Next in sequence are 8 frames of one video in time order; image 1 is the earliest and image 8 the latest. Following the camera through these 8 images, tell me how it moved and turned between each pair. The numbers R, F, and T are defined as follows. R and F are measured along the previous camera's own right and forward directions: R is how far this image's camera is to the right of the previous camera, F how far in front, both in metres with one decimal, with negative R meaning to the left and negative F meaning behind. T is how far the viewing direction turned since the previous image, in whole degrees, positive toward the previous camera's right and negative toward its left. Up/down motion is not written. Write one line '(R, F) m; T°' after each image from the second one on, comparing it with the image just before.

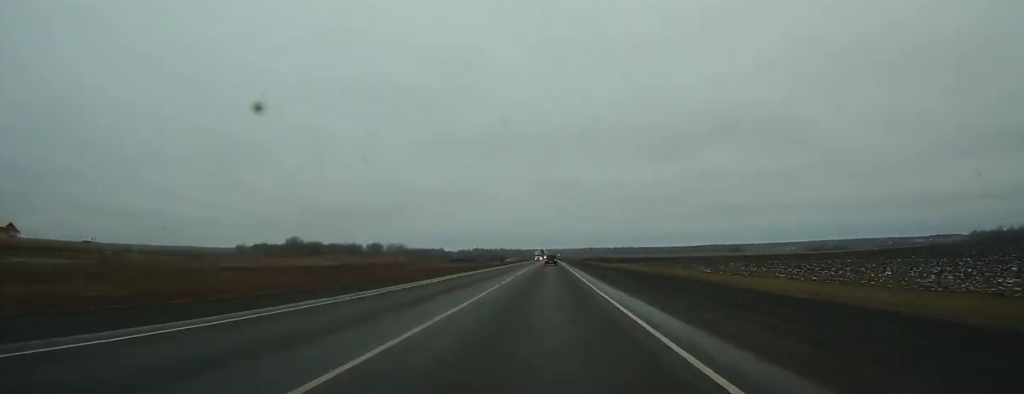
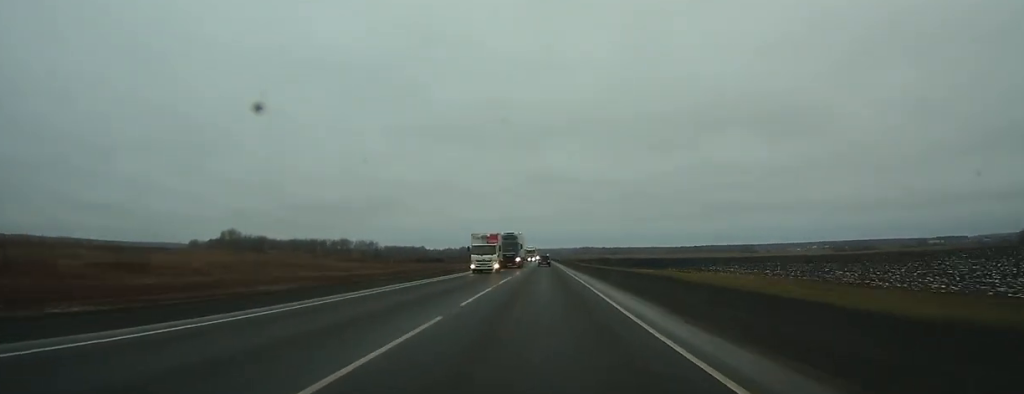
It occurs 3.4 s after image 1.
(+0.4, +96.7) m; +1°
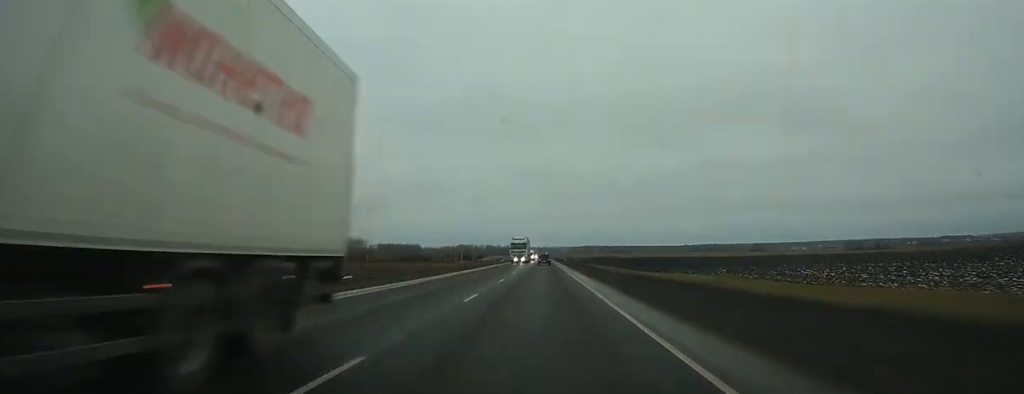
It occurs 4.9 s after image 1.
(+0.1, +41.2) m; 0°
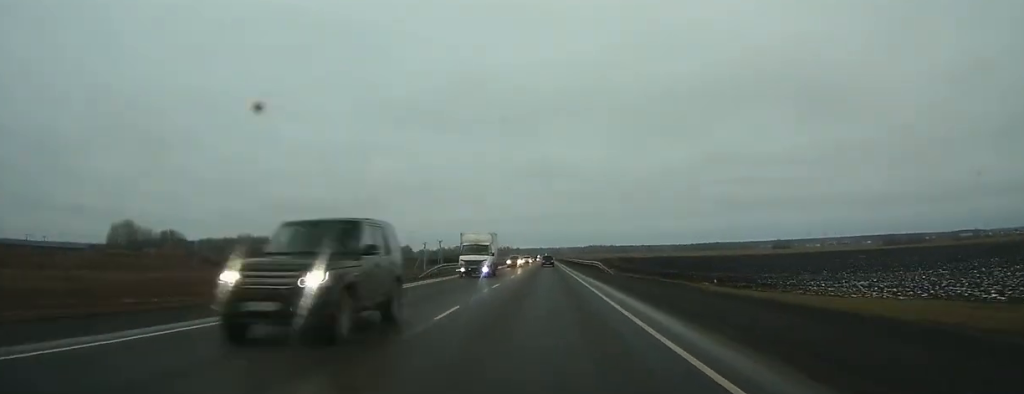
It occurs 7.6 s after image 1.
(-0.1, +76.4) m; 0°
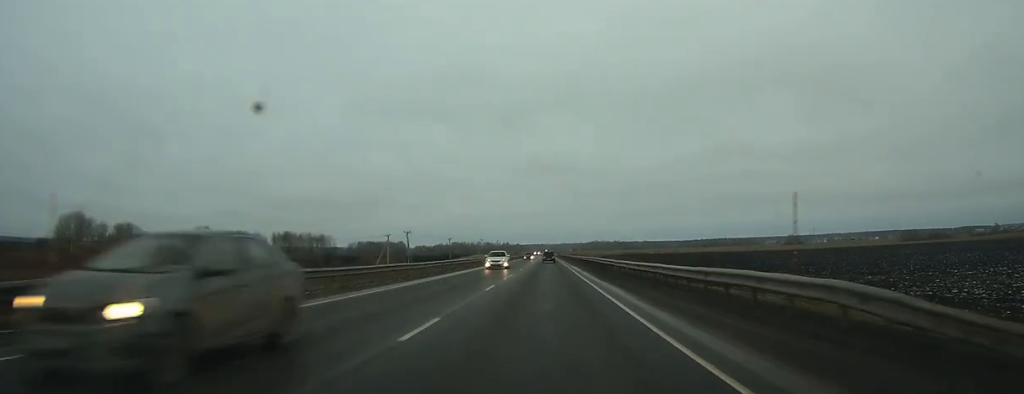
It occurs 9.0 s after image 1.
(0.0, +38.9) m; 0°
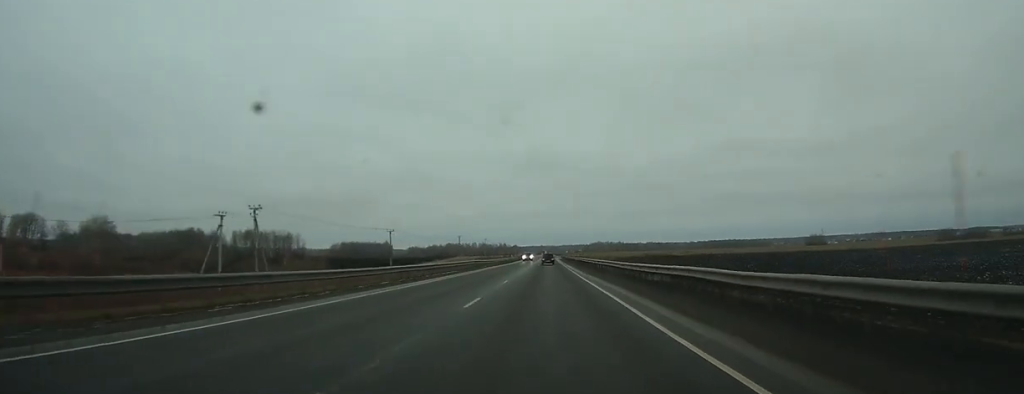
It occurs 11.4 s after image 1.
(0.0, +66.6) m; 0°
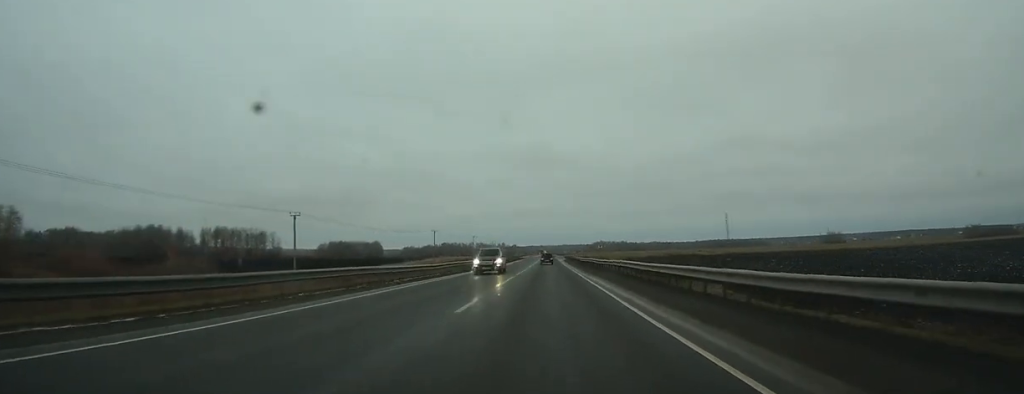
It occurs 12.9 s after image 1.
(0.0, +42.4) m; 0°
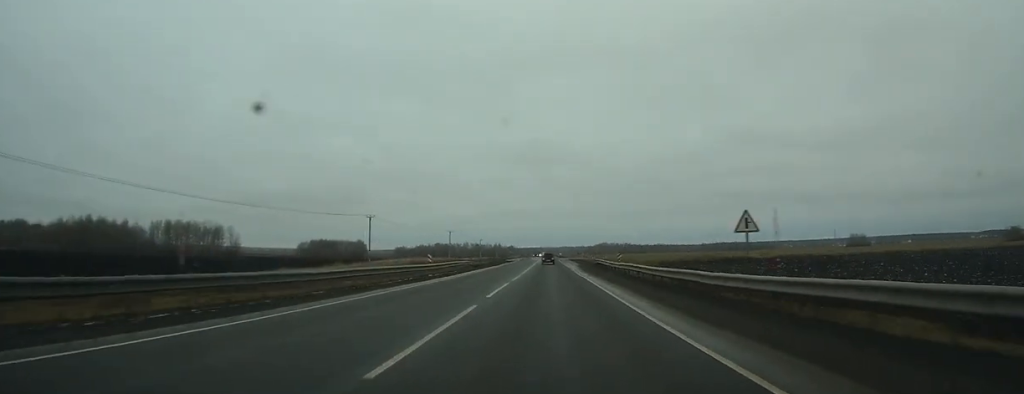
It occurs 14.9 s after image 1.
(+0.1, +55.3) m; 0°
